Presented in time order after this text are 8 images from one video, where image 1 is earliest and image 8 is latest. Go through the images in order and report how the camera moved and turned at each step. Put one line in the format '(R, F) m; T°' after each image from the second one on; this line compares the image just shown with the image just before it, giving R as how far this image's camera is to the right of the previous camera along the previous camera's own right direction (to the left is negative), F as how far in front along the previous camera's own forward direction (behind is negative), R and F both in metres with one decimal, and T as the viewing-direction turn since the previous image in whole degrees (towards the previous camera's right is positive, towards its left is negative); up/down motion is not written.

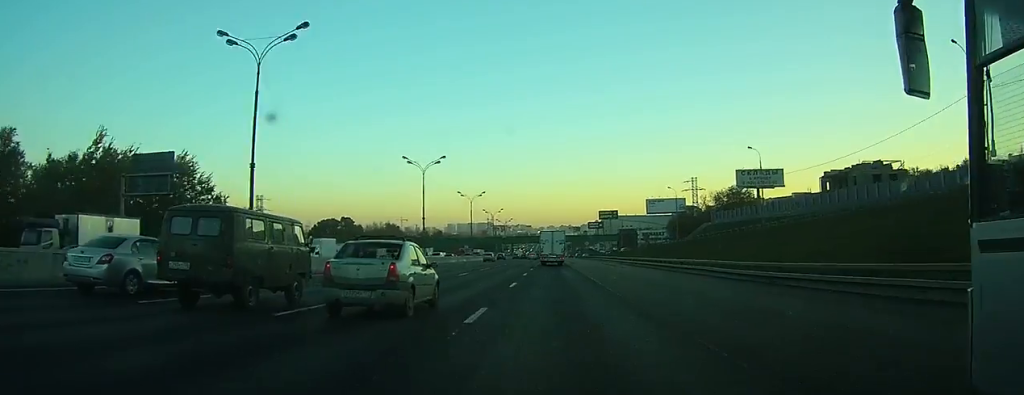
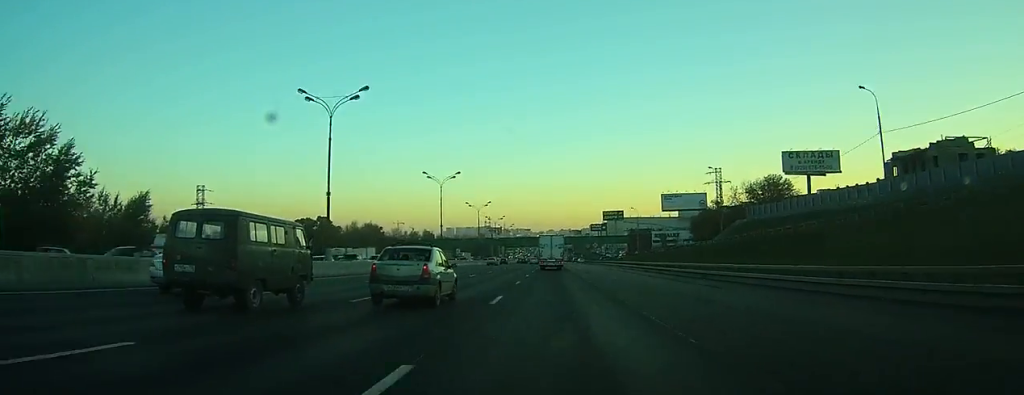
(0.0, +30.7) m; 0°
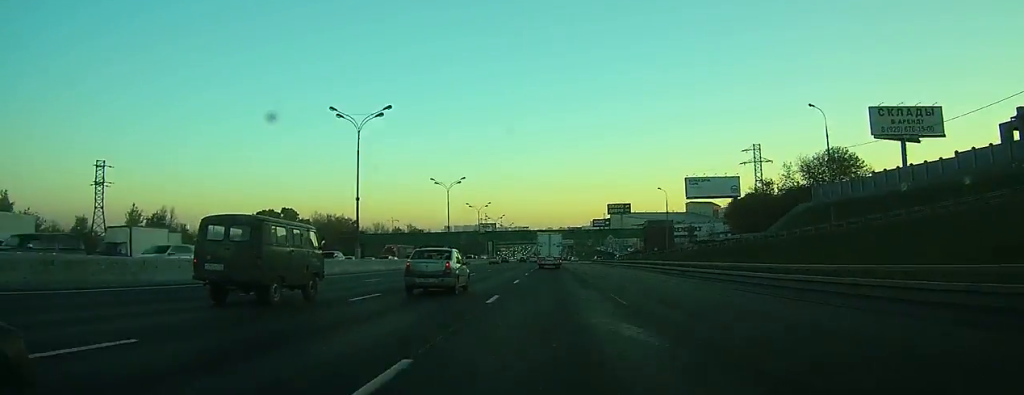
(0.0, +36.3) m; 0°
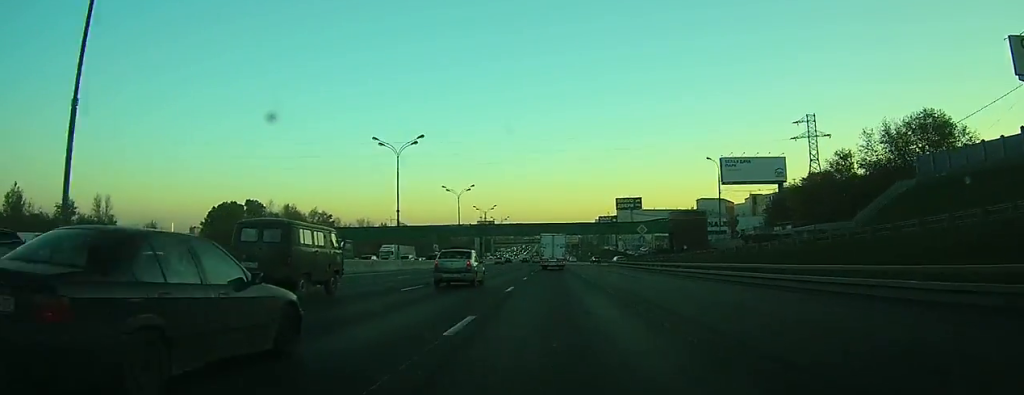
(-0.1, +32.2) m; 0°
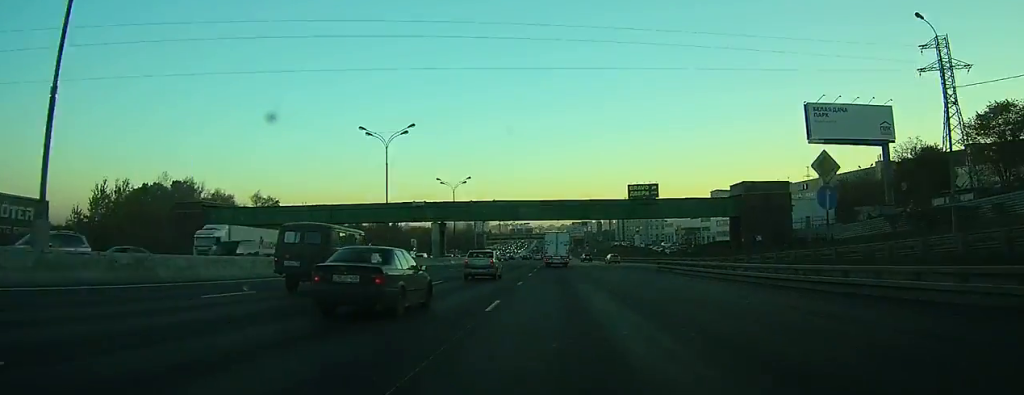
(0.0, +46.2) m; 0°
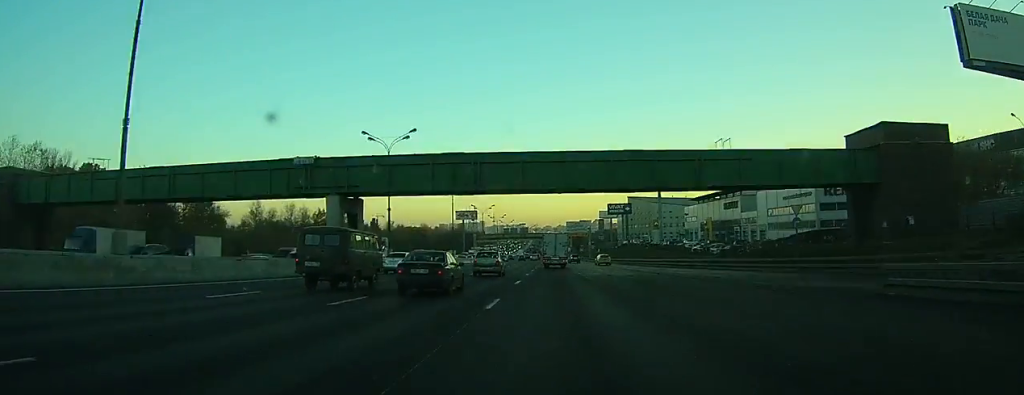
(0.0, +37.7) m; 0°
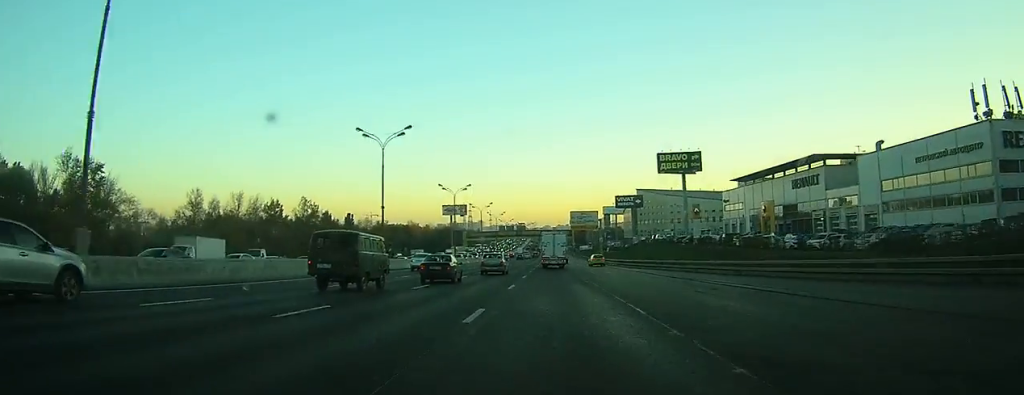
(0.0, +40.2) m; 0°
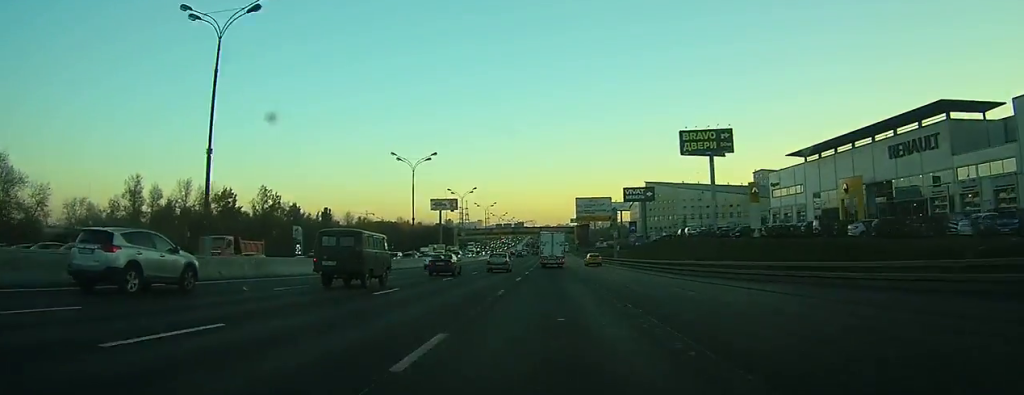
(0.0, +27.7) m; 0°
